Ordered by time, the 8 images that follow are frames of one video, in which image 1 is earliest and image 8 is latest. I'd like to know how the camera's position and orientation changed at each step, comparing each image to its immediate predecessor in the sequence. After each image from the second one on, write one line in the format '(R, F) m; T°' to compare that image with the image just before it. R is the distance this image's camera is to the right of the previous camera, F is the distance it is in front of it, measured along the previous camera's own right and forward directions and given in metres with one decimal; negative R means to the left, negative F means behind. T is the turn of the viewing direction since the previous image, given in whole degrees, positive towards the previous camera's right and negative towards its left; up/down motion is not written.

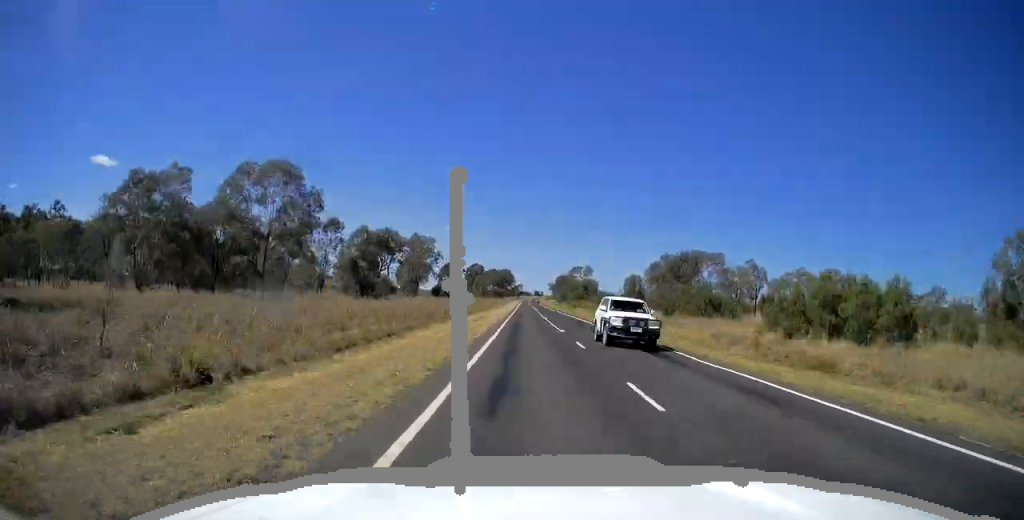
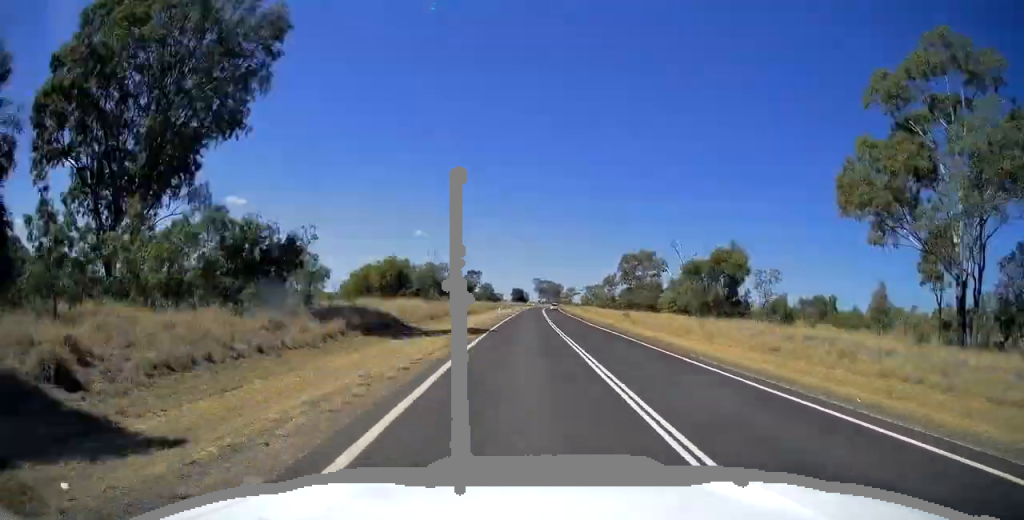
(-7.9, +403.8) m; +6°
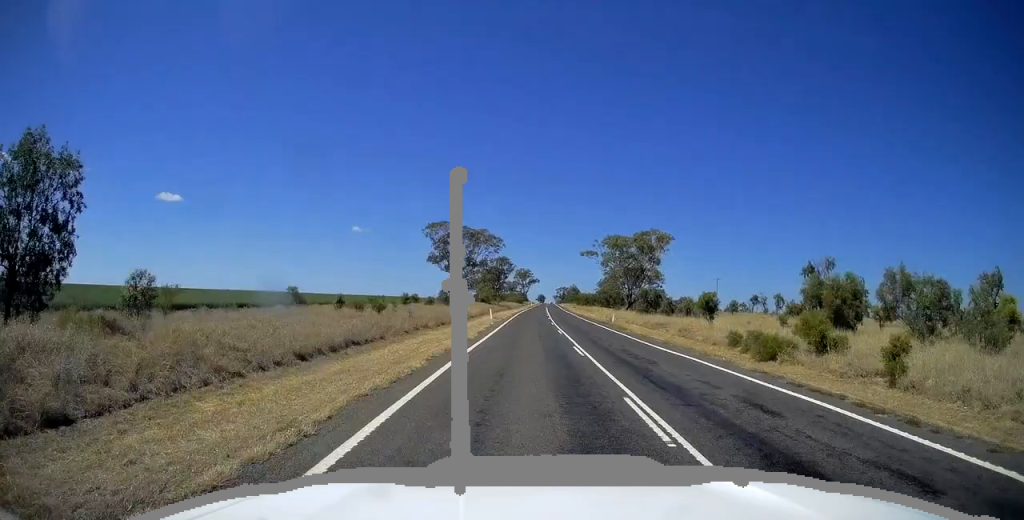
(+40.1, +308.8) m; +6°
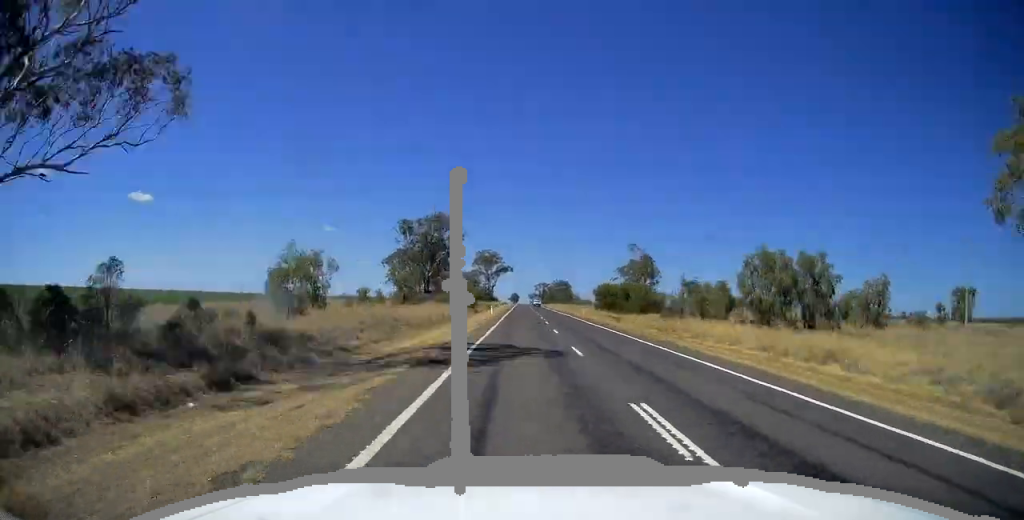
(-2.5, +133.7) m; -1°
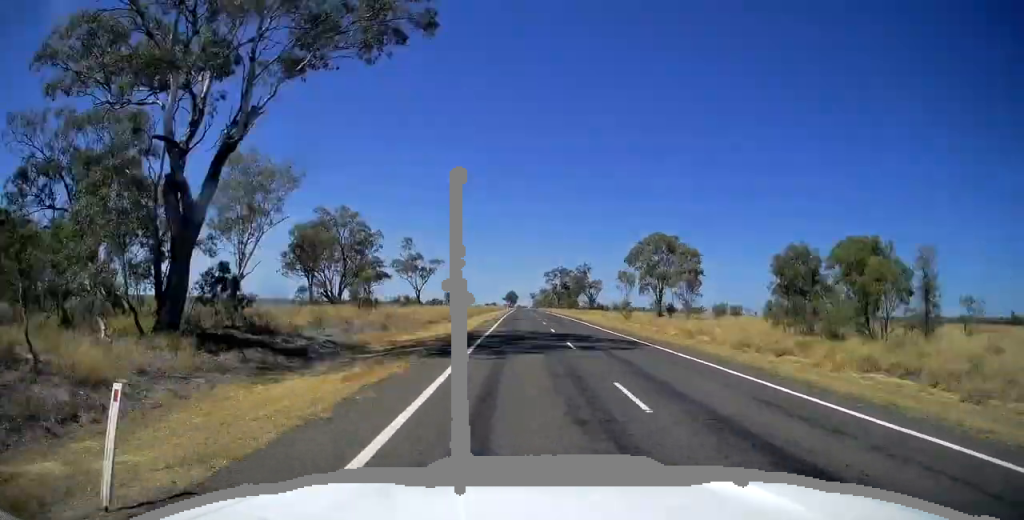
(+1.8, +214.5) m; +1°
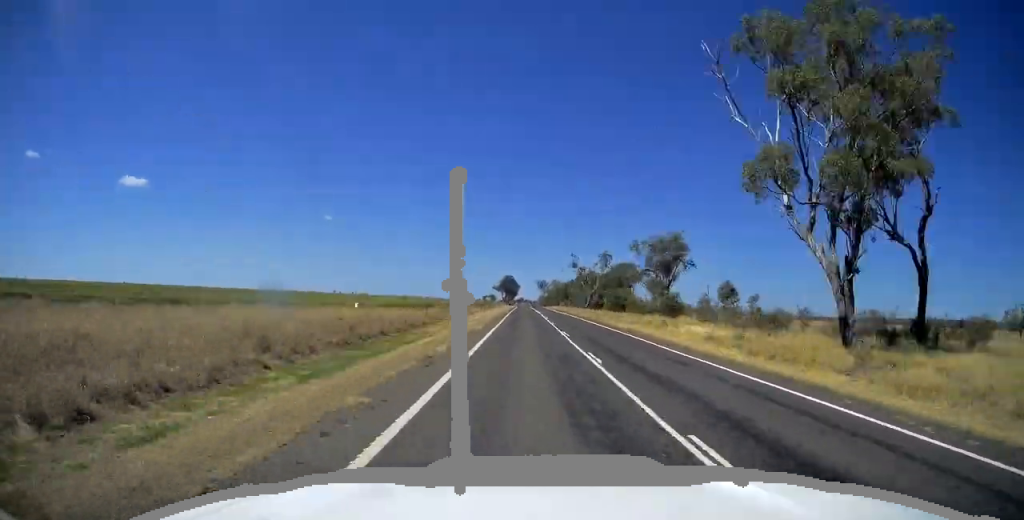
(+0.7, +224.5) m; 0°
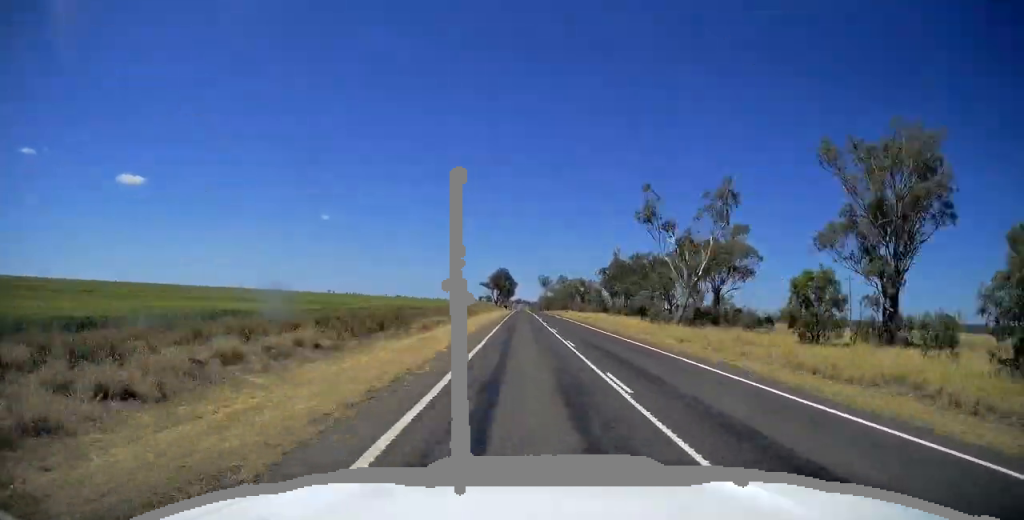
(-0.3, +90.1) m; 0°
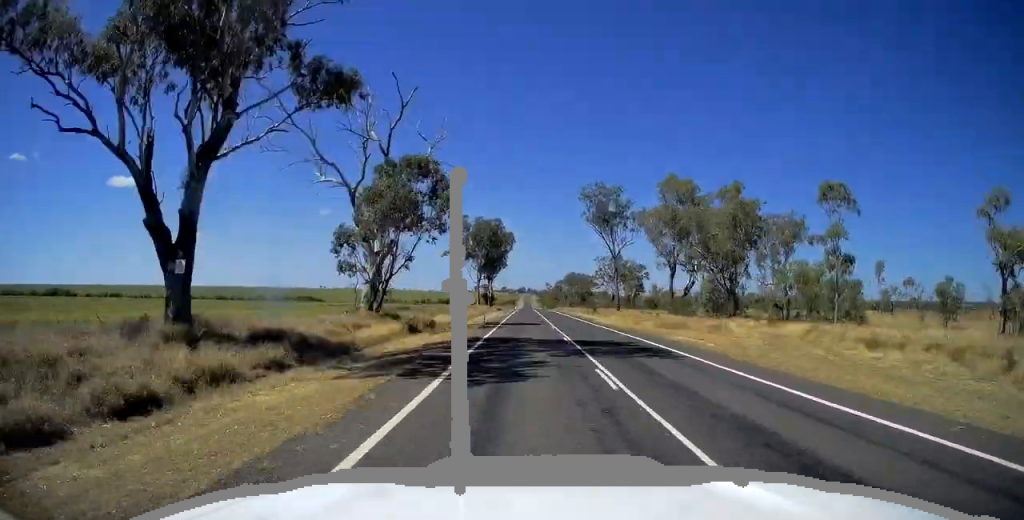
(-0.7, +252.2) m; 0°
